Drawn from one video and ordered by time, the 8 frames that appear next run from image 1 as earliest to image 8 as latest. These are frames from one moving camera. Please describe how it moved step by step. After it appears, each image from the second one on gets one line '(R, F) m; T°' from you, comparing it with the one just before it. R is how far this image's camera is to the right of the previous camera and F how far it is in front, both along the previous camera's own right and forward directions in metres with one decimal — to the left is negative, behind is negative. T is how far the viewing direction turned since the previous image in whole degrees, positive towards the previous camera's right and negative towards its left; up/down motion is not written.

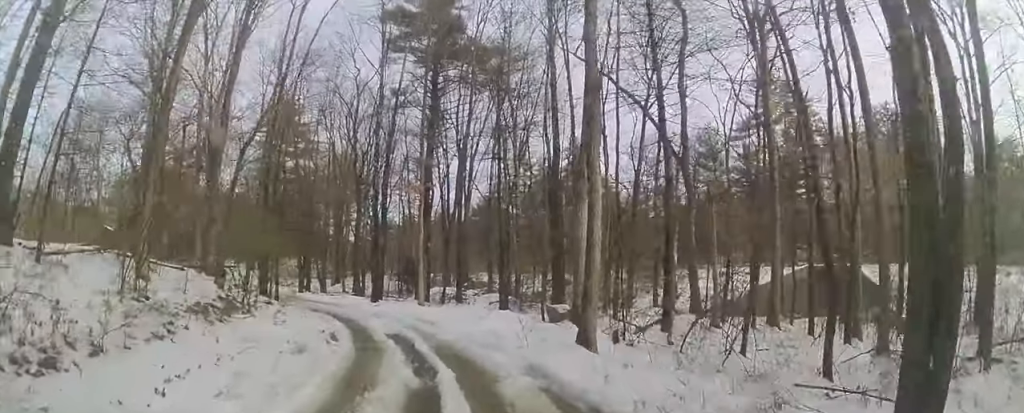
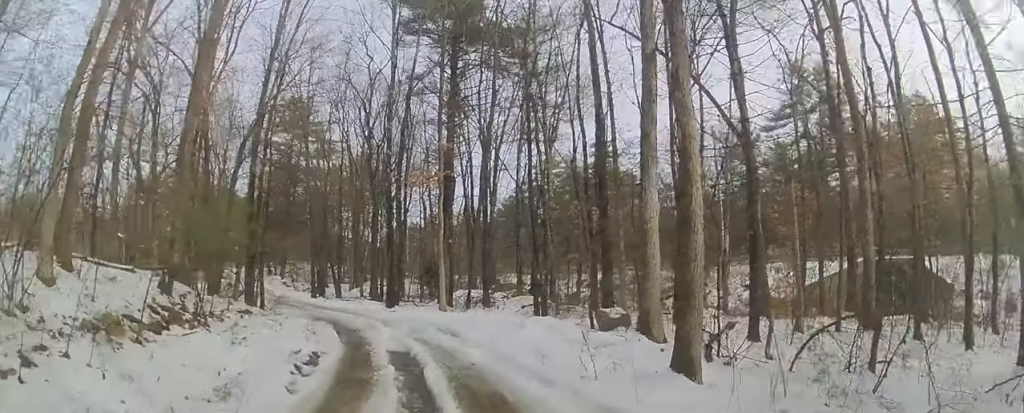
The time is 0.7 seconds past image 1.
(-0.1, +2.9) m; 0°
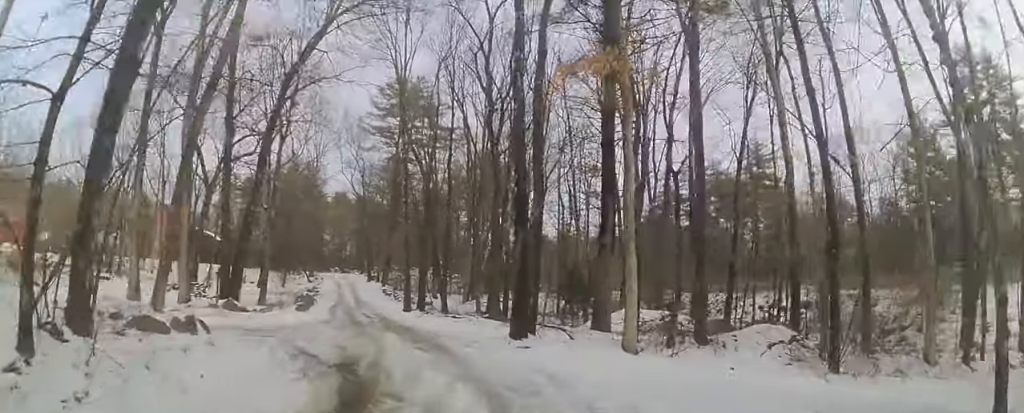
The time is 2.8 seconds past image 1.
(-0.5, +10.3) m; -14°
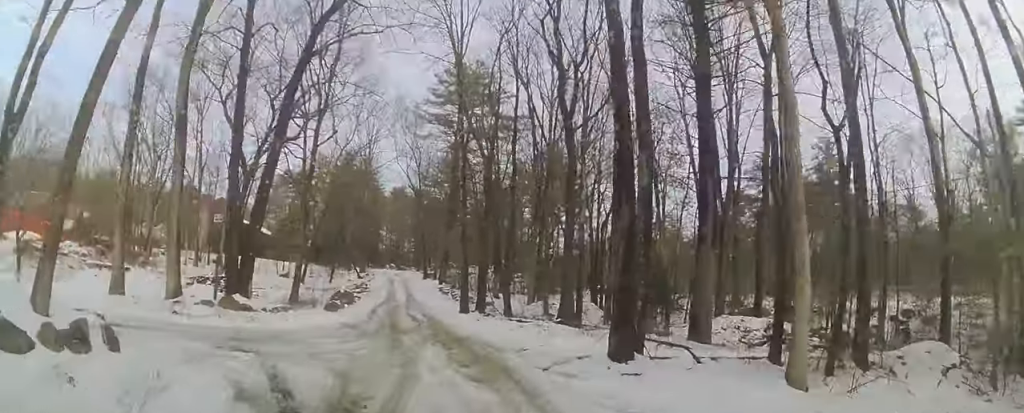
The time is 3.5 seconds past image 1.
(-0.3, +3.6) m; -5°
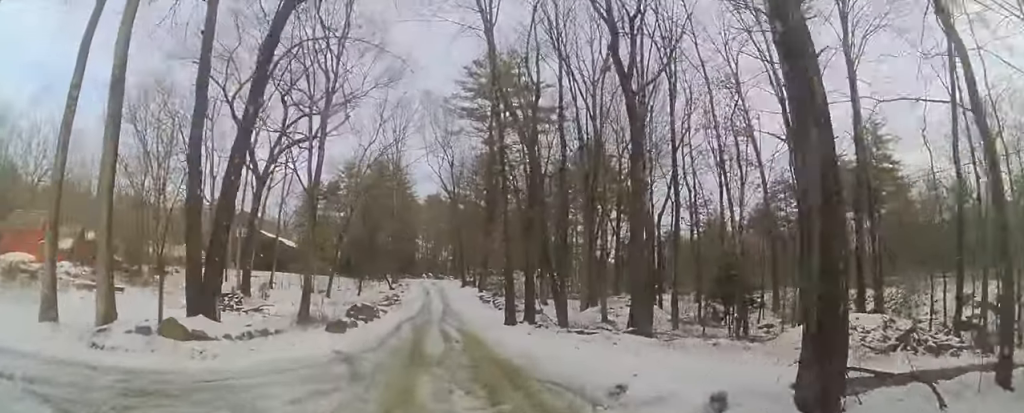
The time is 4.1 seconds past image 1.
(-0.3, +4.1) m; -4°
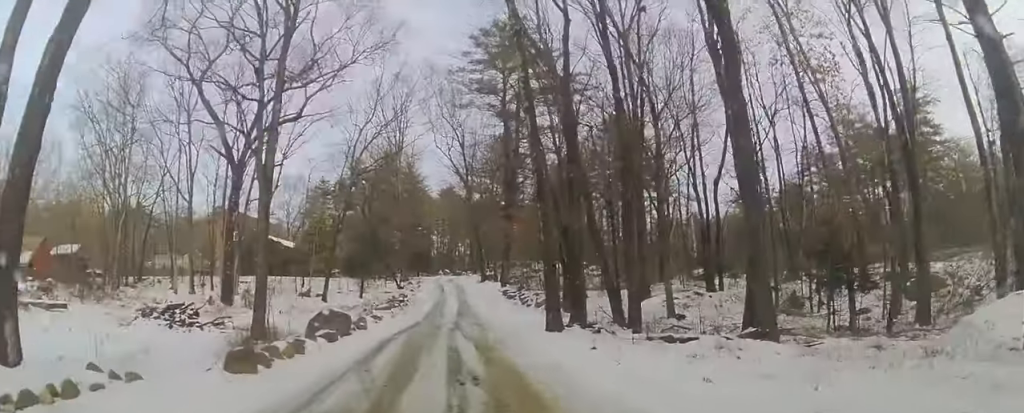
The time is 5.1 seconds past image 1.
(0.0, +6.6) m; -2°
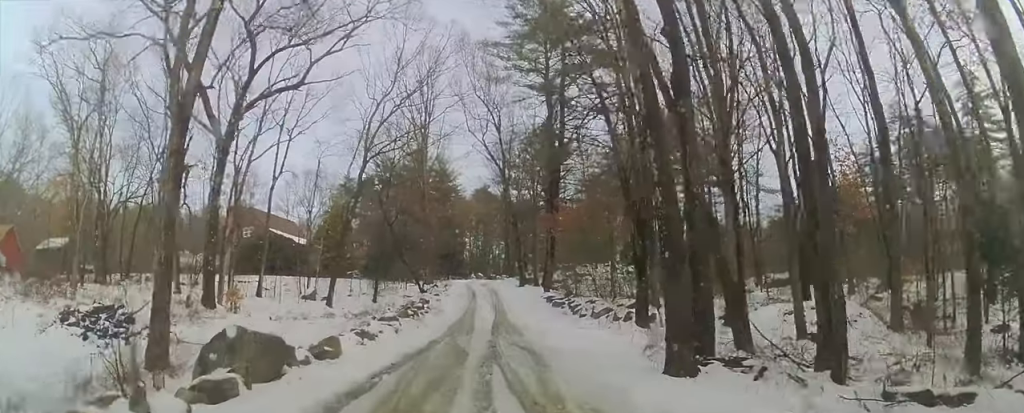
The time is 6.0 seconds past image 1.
(-0.2, +6.9) m; -2°
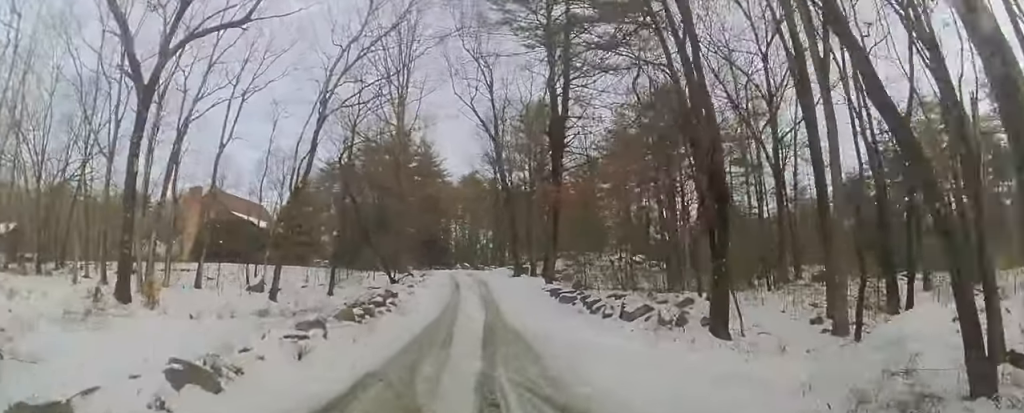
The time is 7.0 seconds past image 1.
(0.0, +7.3) m; 0°
